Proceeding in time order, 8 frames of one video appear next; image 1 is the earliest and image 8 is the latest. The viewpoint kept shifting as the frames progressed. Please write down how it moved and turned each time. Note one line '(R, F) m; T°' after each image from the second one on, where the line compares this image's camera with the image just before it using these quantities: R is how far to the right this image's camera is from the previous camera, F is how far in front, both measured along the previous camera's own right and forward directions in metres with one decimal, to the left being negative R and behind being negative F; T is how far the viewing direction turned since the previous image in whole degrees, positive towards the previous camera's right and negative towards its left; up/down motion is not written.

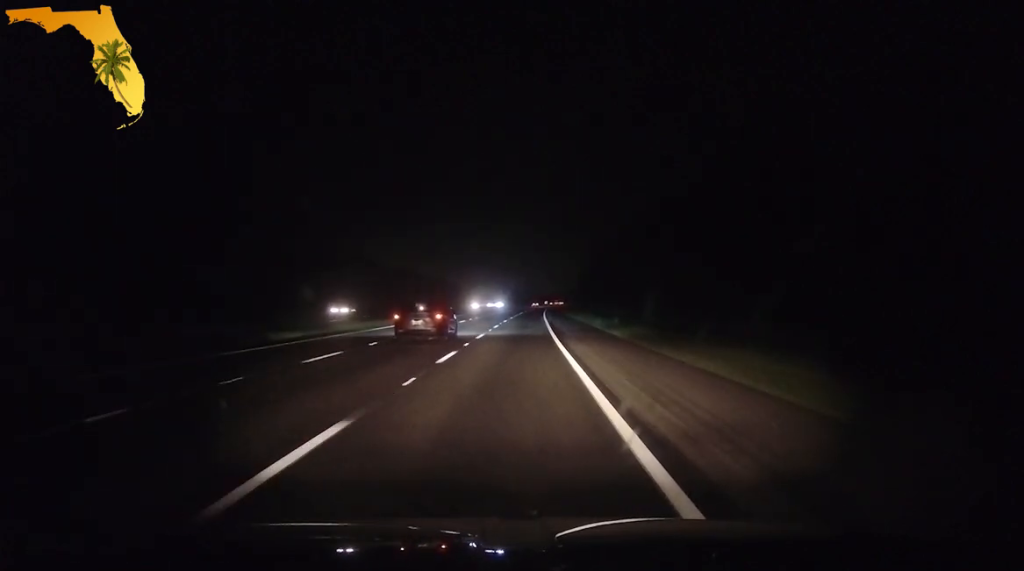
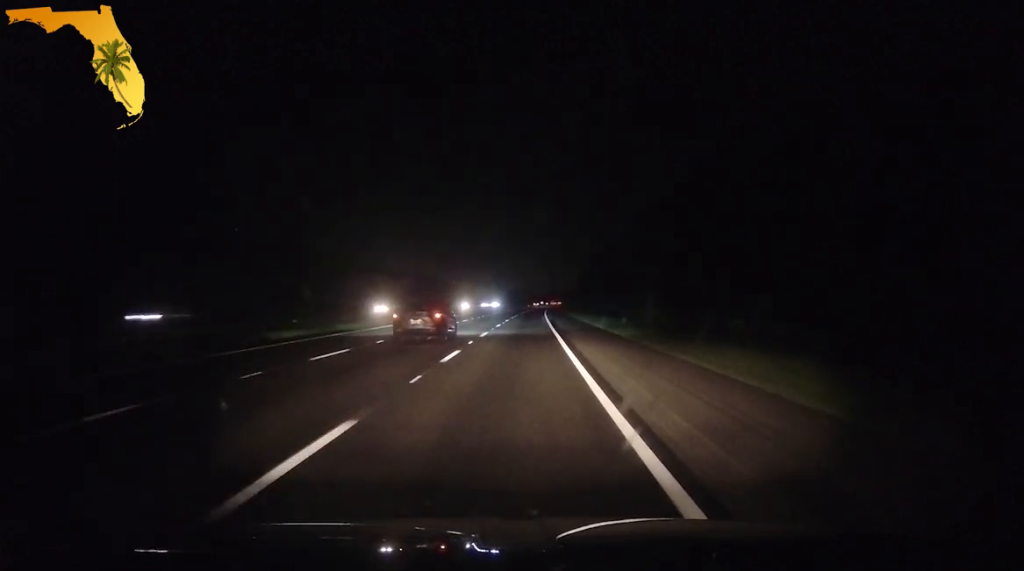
(0.0, +23.5) m; 0°
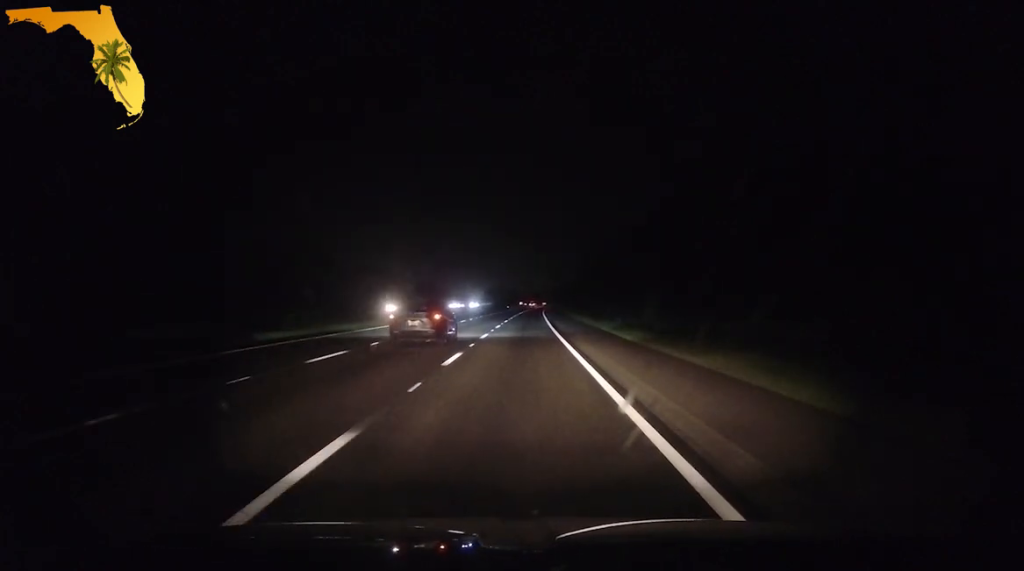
(+1.4, +83.7) m; +3°
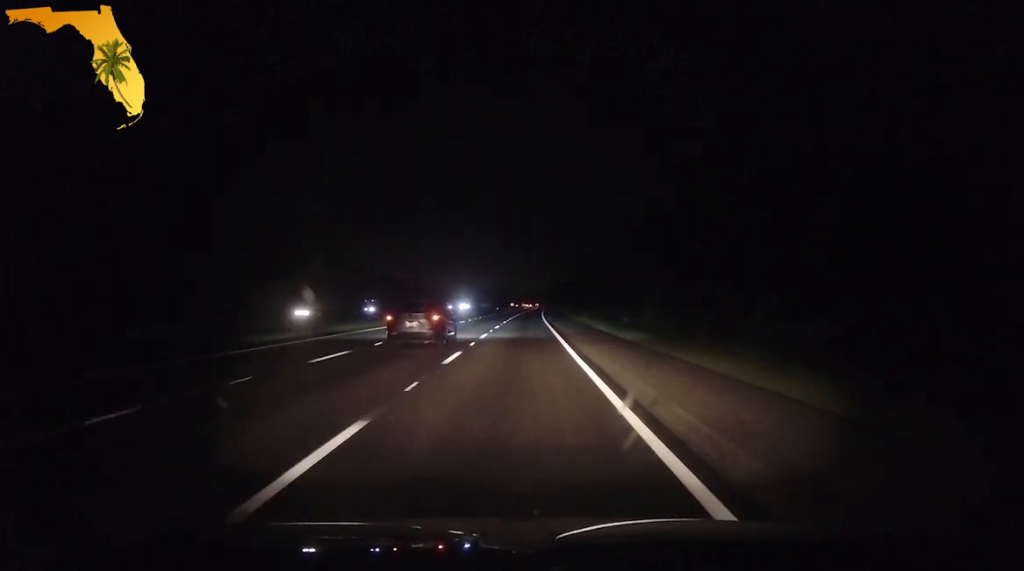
(+0.5, +35.1) m; +1°
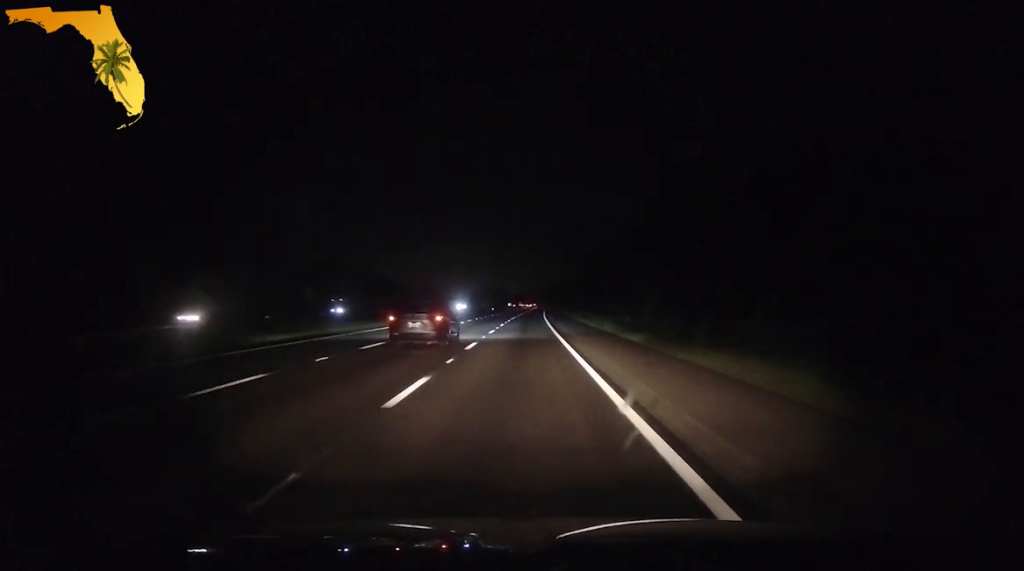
(0.0, +18.6) m; 0°
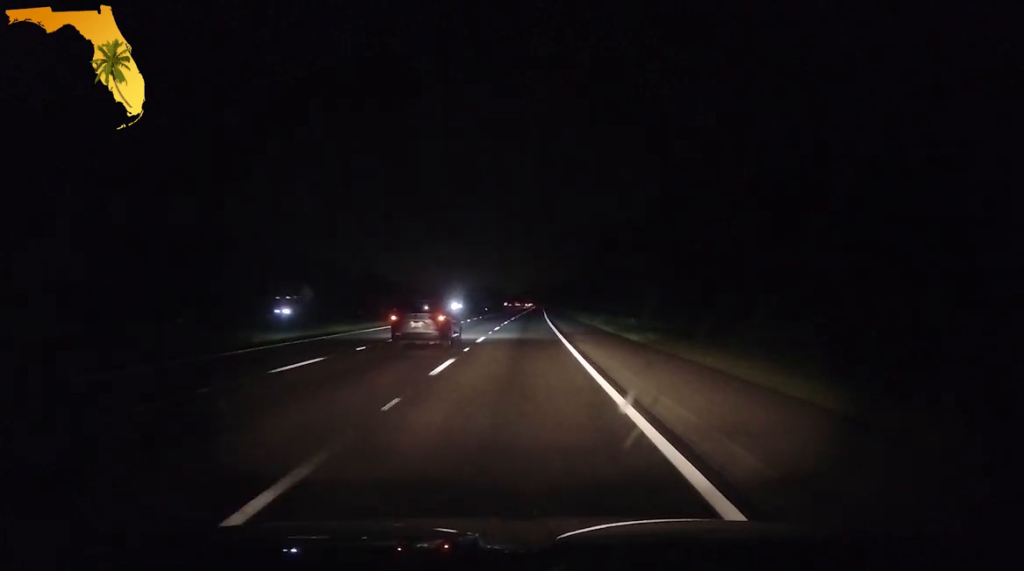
(-0.1, +19.5) m; 0°
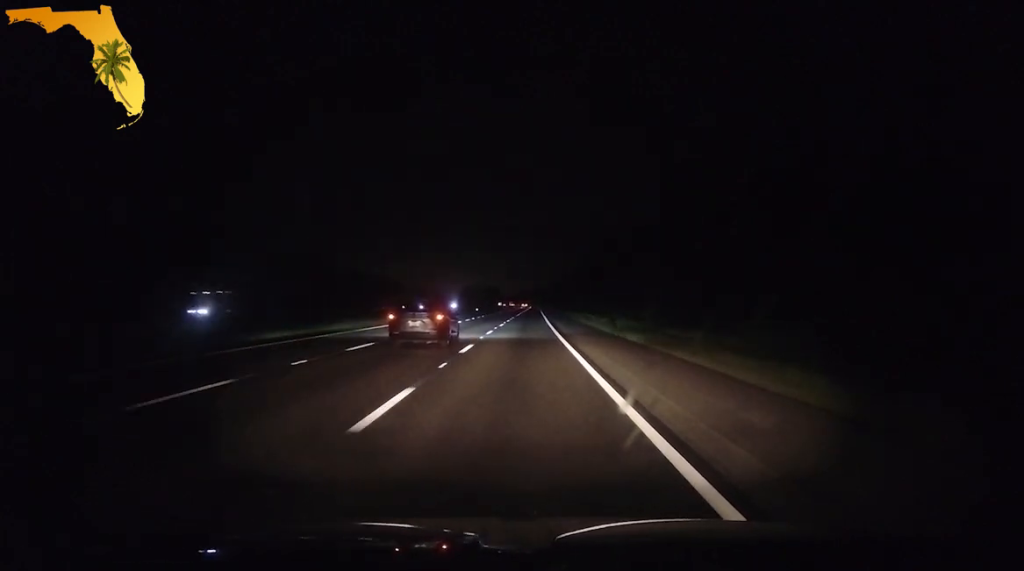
(0.0, +17.3) m; 0°
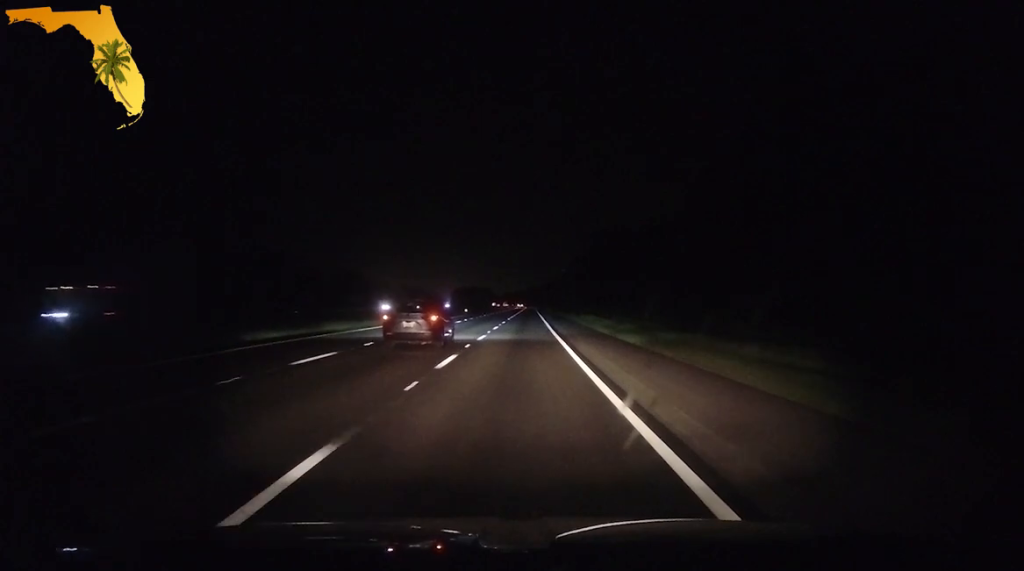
(0.0, +16.2) m; 0°
